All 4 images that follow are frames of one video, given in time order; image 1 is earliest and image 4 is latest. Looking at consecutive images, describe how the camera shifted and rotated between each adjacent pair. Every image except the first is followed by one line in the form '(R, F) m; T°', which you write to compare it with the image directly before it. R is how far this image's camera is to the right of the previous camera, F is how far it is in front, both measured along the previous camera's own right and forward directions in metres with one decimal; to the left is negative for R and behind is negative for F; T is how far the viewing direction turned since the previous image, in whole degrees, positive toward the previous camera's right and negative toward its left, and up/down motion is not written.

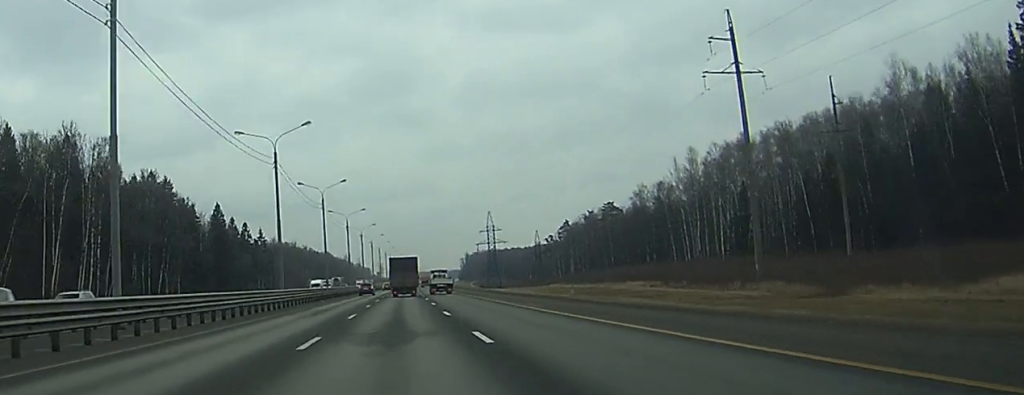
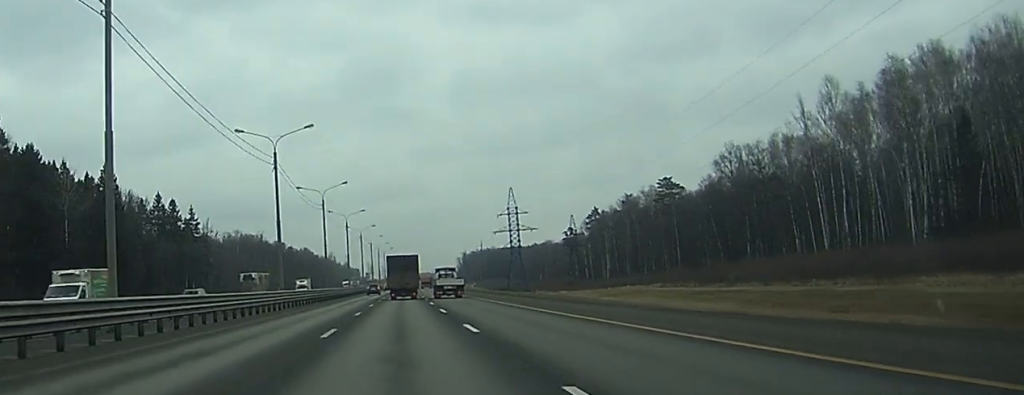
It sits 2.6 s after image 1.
(+0.1, +73.0) m; 0°
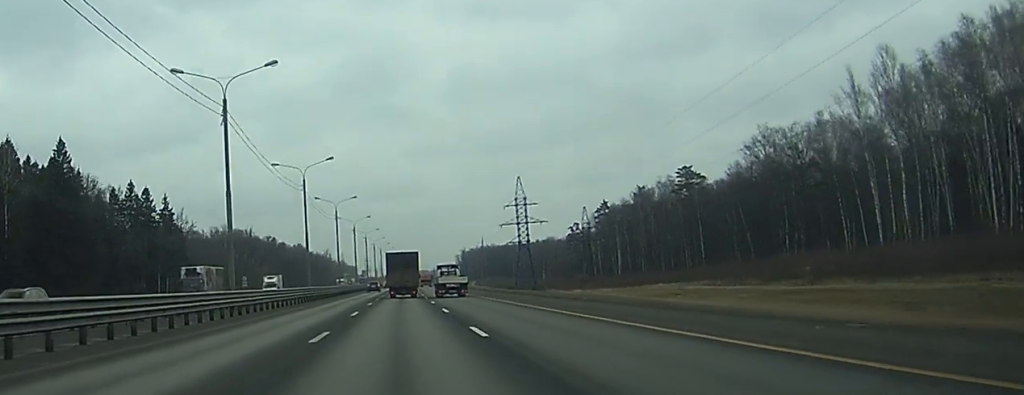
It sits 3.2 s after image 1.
(0.0, +17.3) m; 0°
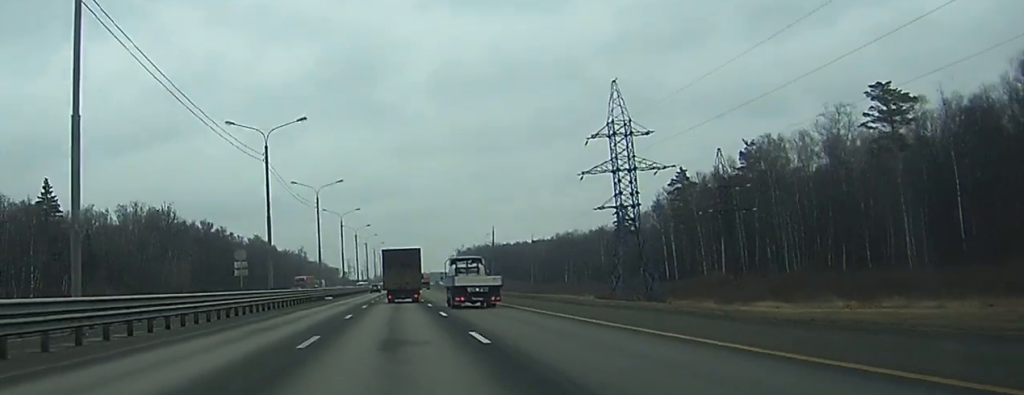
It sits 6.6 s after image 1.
(+0.9, +93.6) m; -2°
